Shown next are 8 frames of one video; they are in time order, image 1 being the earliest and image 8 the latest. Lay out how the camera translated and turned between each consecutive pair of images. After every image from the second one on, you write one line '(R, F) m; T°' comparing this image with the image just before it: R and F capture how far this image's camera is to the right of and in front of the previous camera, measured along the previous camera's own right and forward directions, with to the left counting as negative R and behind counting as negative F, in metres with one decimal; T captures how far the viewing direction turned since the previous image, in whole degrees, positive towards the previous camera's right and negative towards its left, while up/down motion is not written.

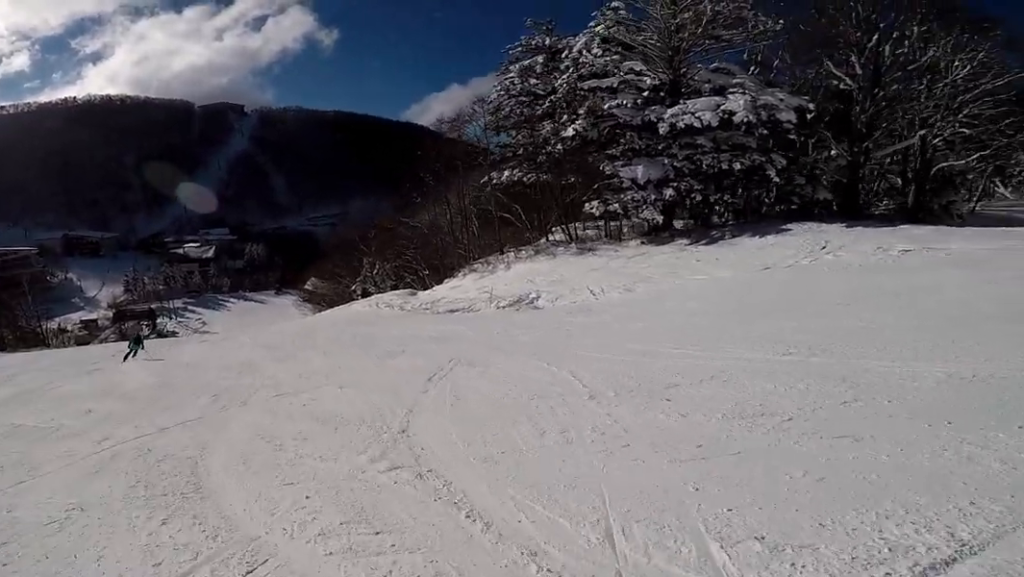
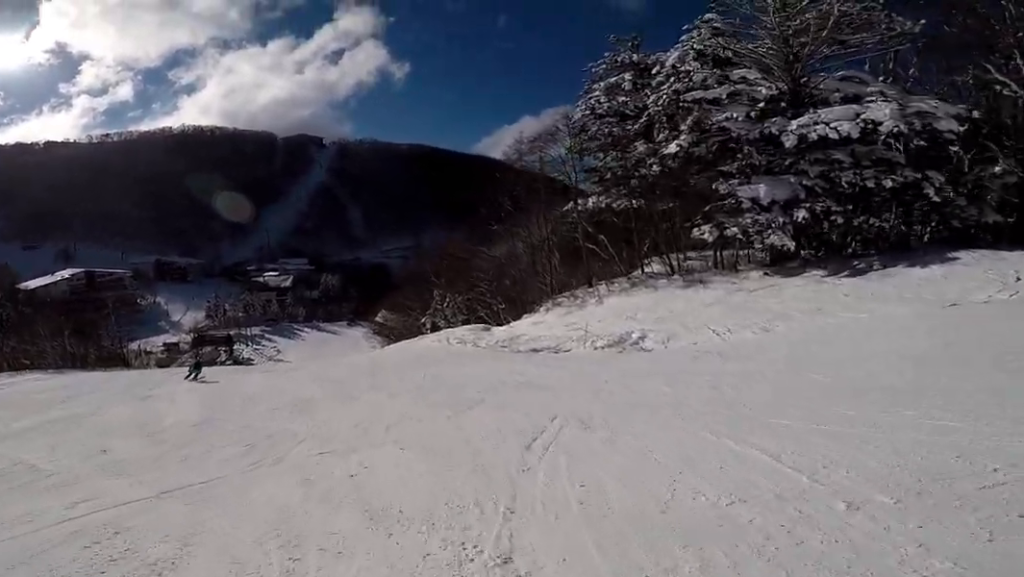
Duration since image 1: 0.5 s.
(-0.6, +2.6) m; -7°
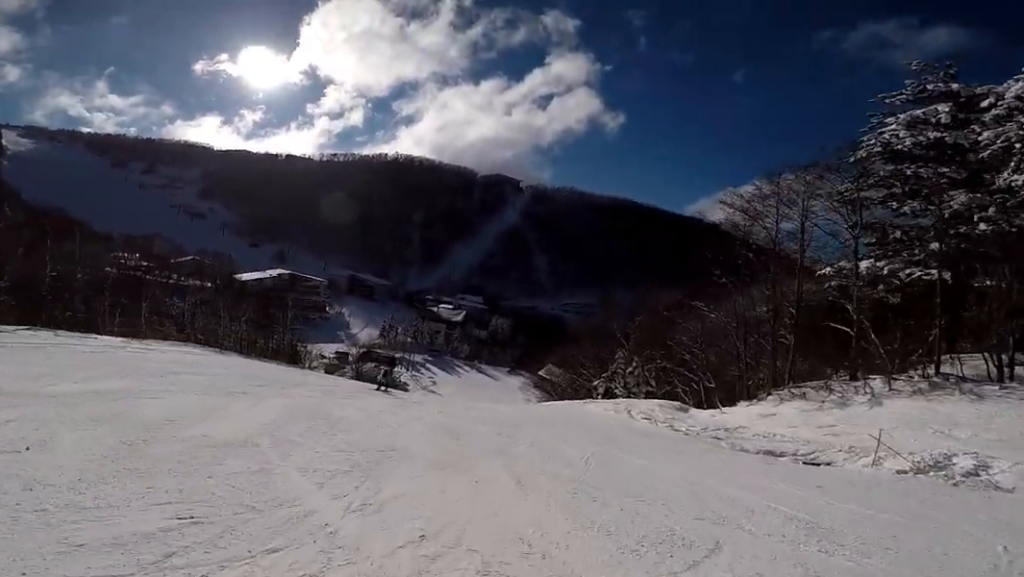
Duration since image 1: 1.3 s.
(-0.5, +4.7) m; -10°
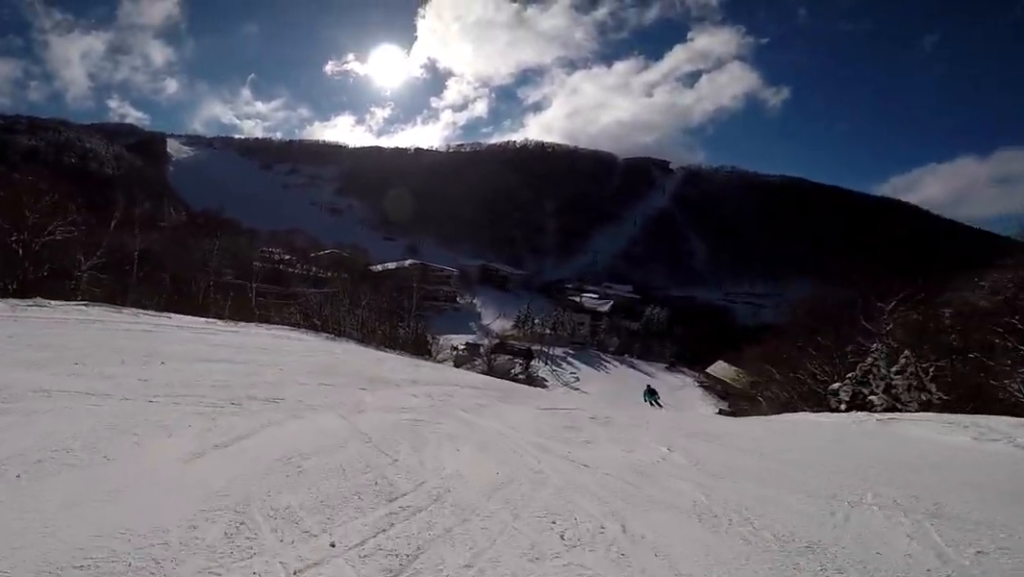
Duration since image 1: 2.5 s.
(-0.8, +7.8) m; -16°
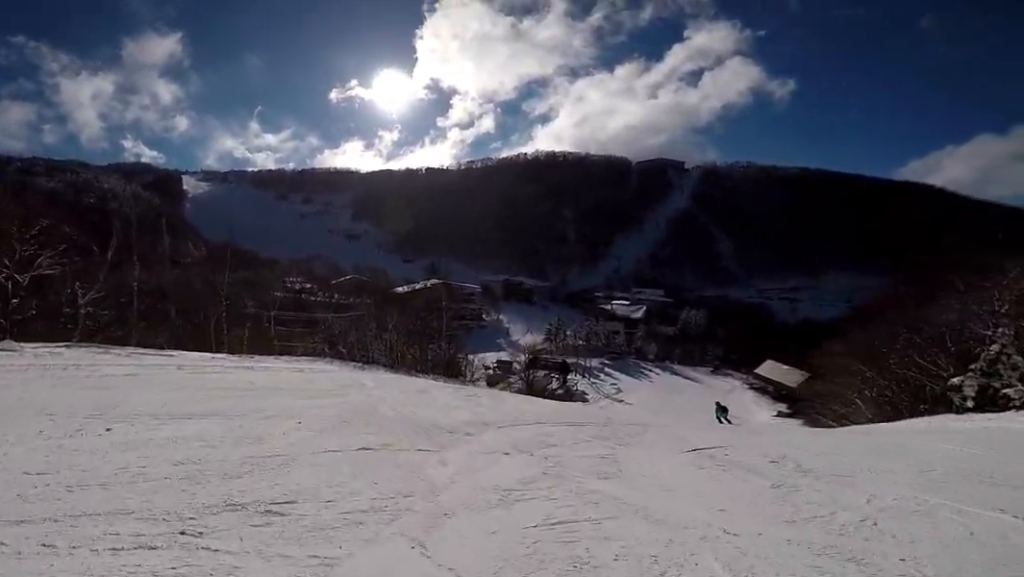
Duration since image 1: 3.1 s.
(-0.3, +3.8) m; -5°
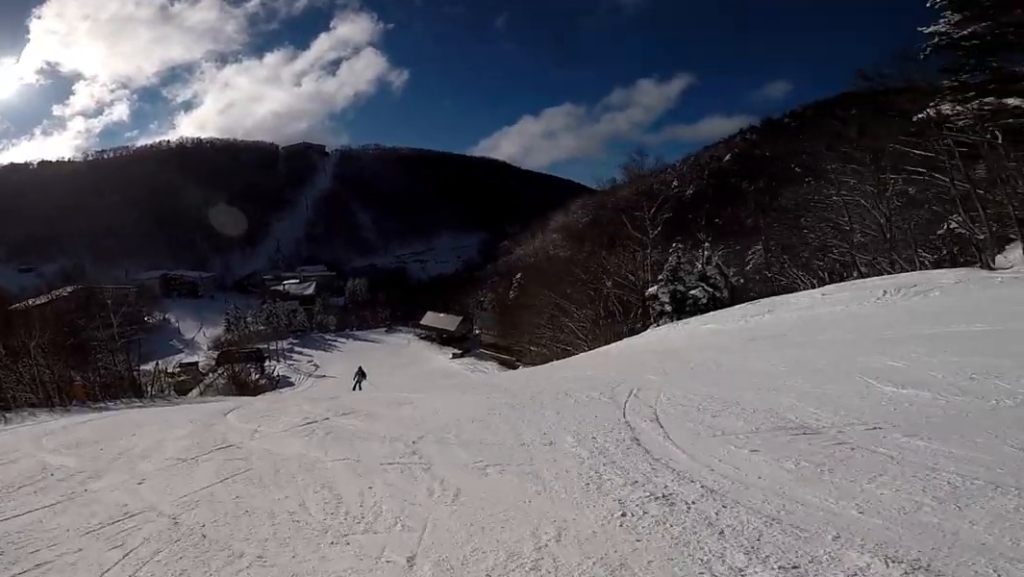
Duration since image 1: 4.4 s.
(+0.2, +7.7) m; +21°
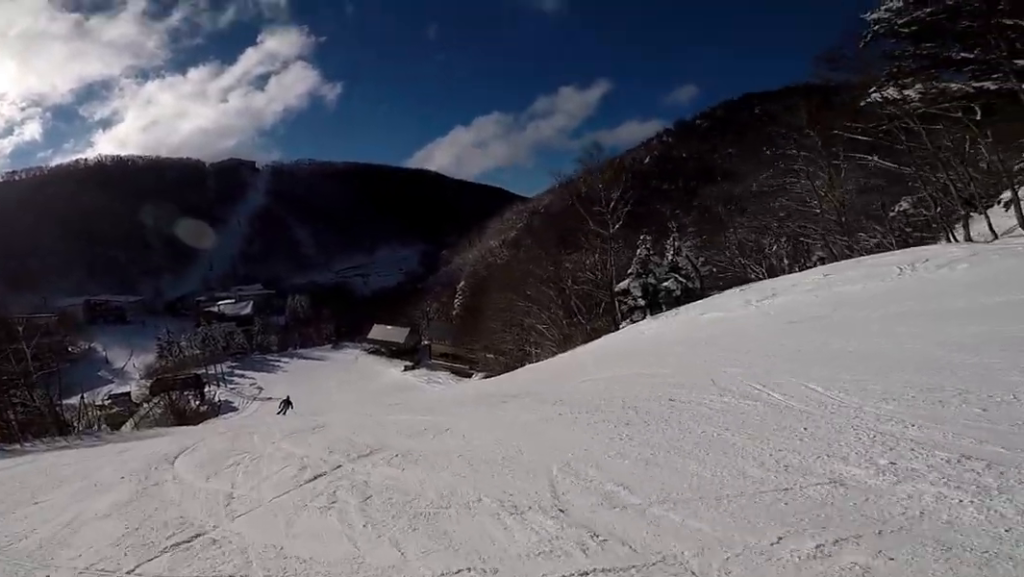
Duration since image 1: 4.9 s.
(0.0, +2.9) m; +15°
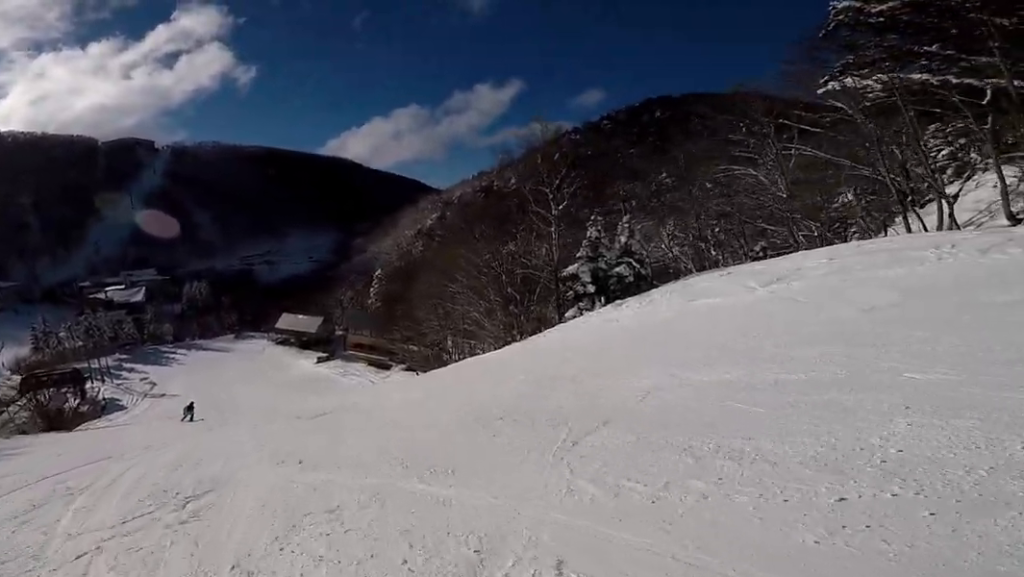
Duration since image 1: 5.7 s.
(+1.4, +4.5) m; +15°
